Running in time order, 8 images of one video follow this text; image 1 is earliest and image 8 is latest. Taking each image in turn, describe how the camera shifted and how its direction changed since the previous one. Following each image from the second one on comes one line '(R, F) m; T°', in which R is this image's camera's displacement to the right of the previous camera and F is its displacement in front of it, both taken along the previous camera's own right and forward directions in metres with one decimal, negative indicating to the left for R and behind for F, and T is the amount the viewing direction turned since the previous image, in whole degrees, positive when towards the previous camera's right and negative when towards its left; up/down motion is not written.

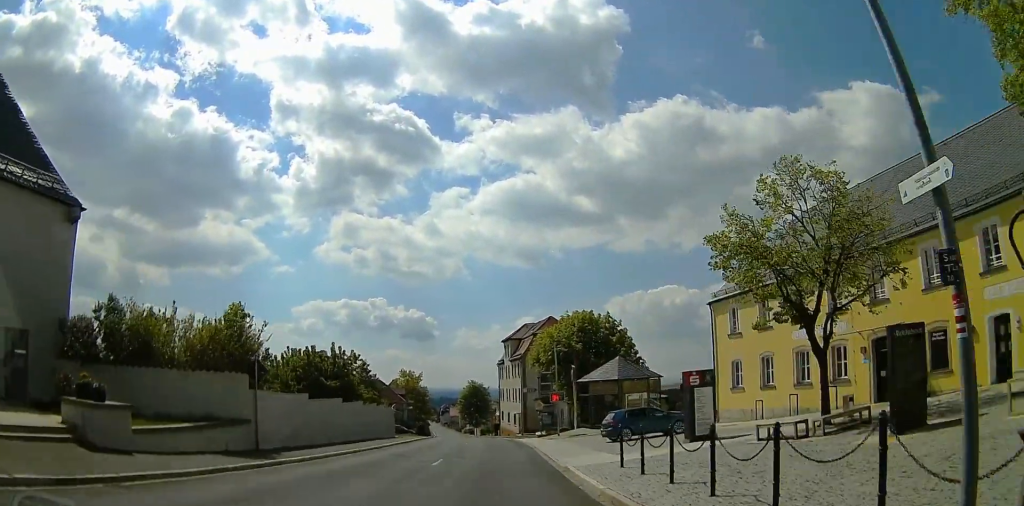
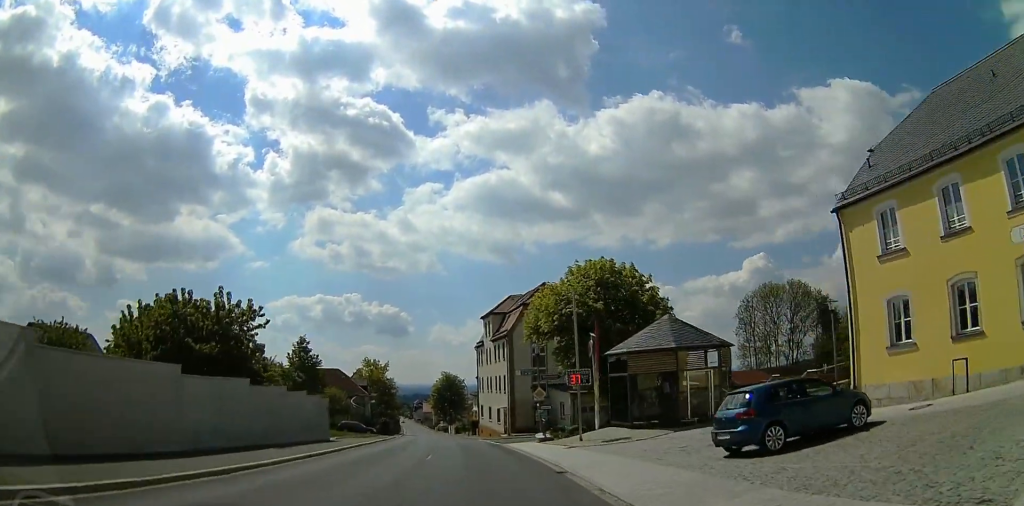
(+1.2, +15.3) m; +2°
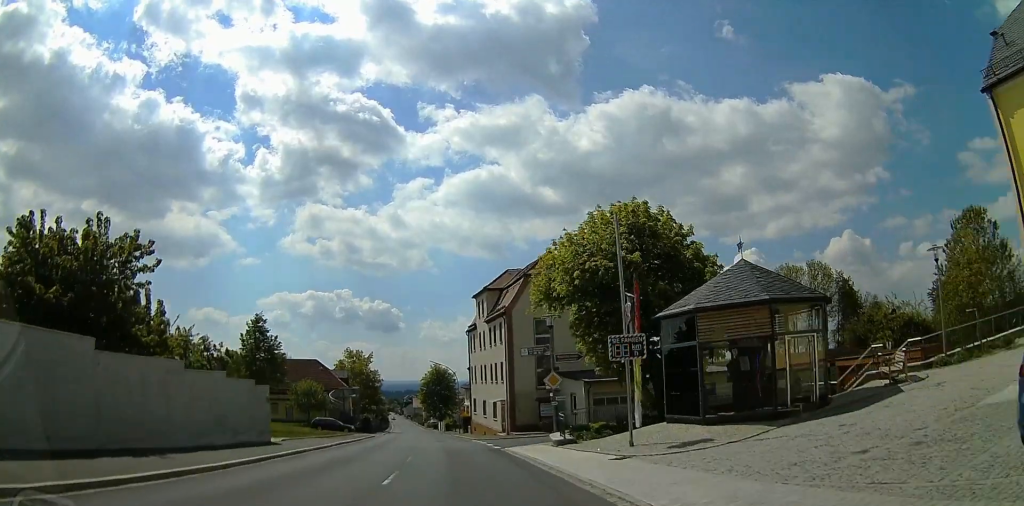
(-0.3, +9.1) m; -1°
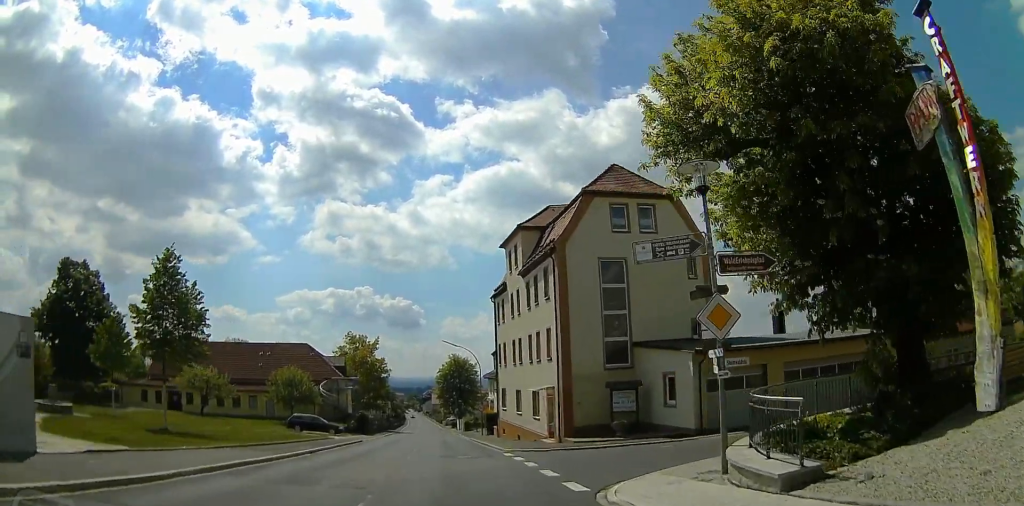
(+0.2, +16.0) m; -2°
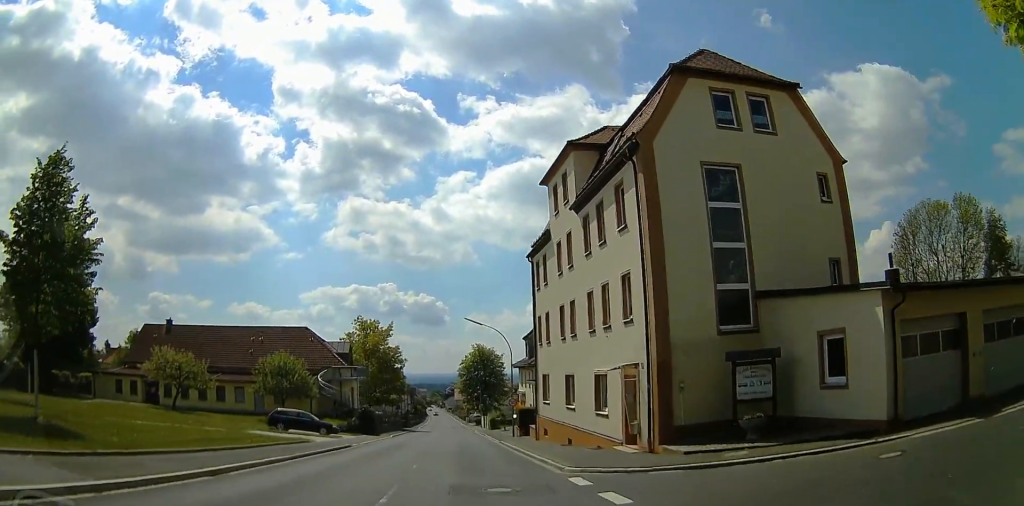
(-0.9, +10.4) m; +2°
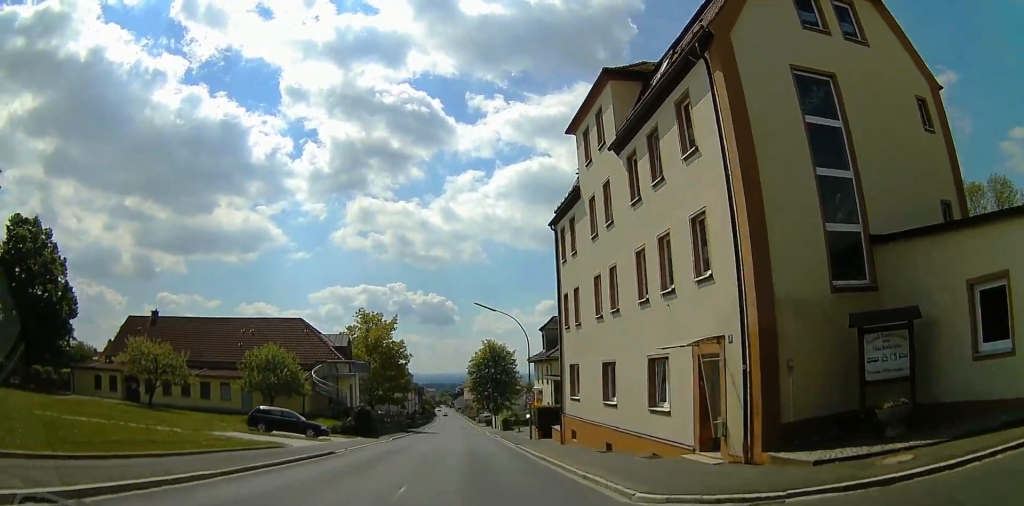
(+0.6, +5.5) m; 0°
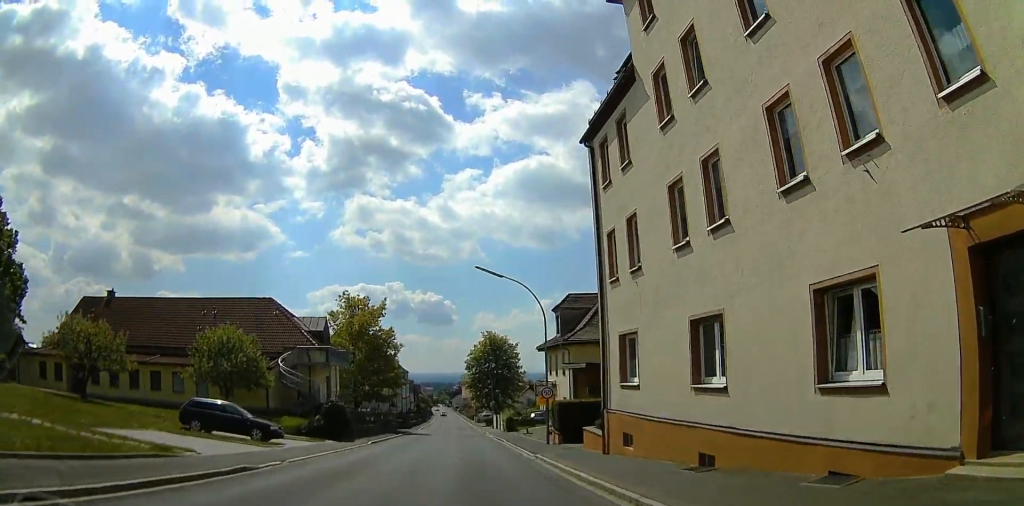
(+0.3, +8.5) m; -1°
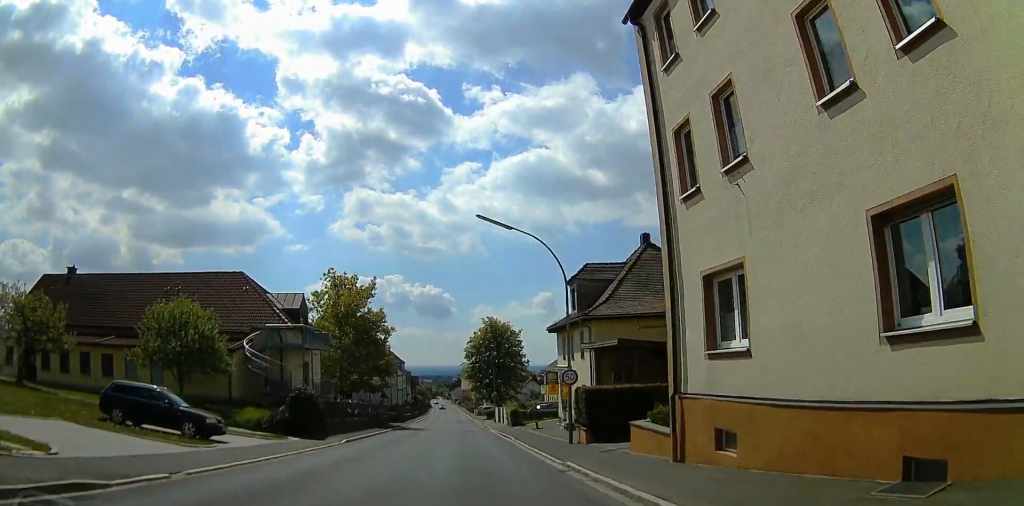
(-0.6, +6.3) m; -2°
